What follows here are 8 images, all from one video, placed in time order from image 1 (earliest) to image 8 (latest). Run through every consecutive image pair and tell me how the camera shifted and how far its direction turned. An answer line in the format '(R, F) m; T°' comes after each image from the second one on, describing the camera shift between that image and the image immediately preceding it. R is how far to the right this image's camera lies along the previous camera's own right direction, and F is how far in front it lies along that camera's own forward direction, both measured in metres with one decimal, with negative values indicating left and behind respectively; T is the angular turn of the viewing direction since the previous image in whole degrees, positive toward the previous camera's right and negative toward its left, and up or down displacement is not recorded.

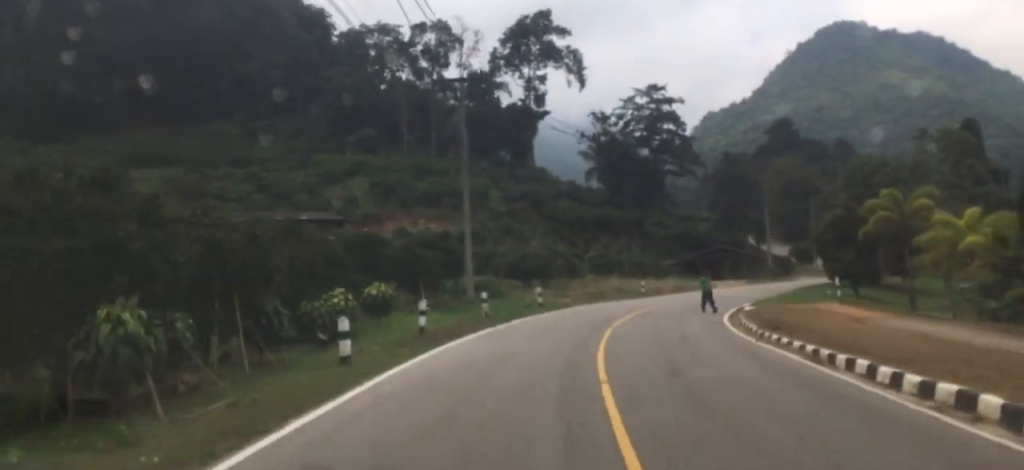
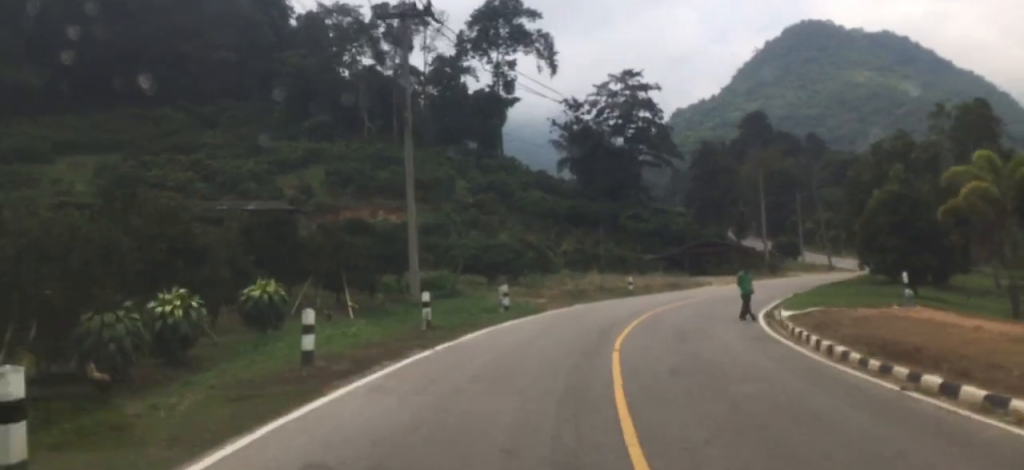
(+0.6, +8.5) m; +3°
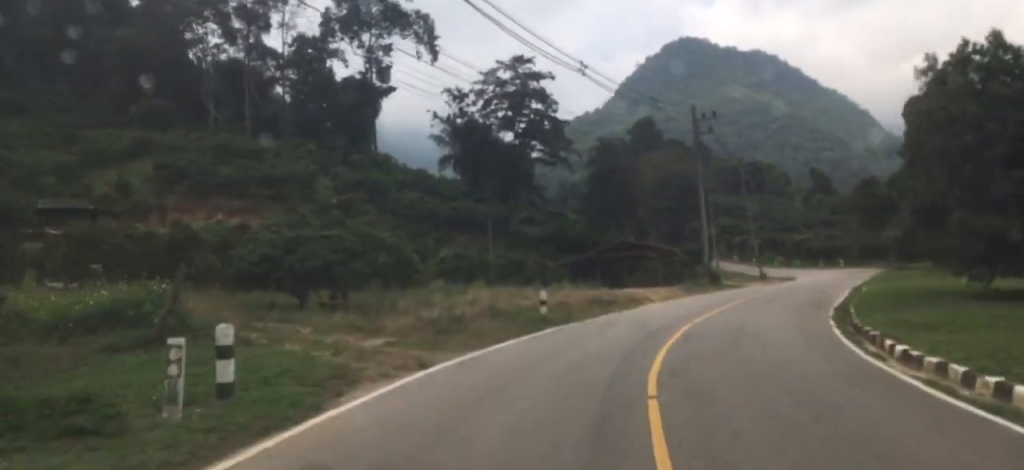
(+0.6, +17.7) m; +6°
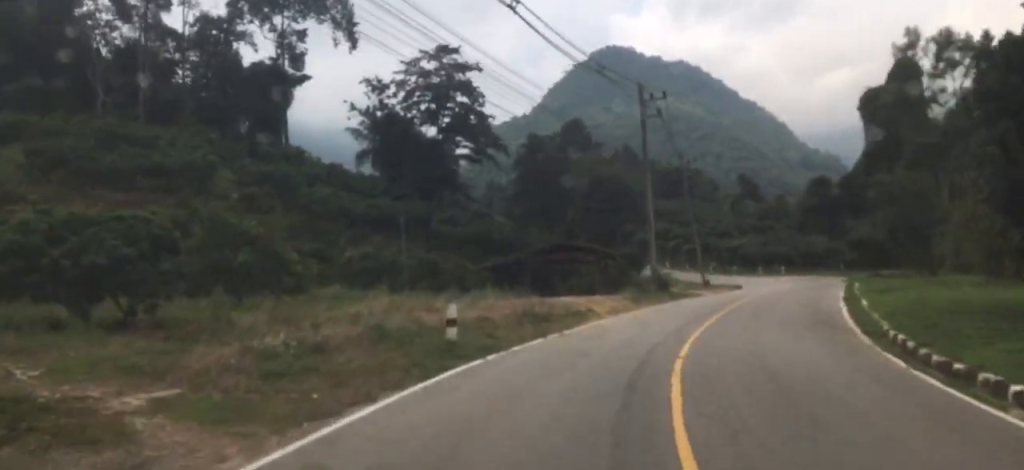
(+0.5, +7.6) m; +6°
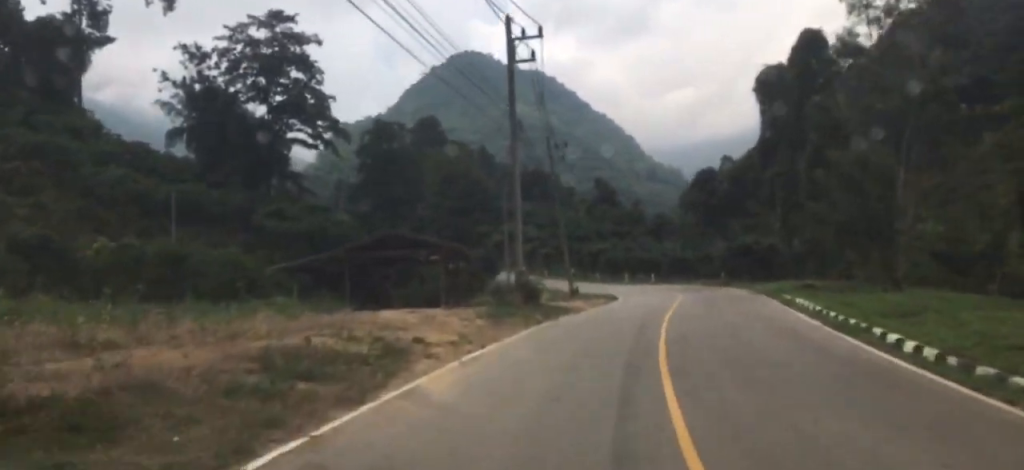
(+1.0, +11.9) m; +9°
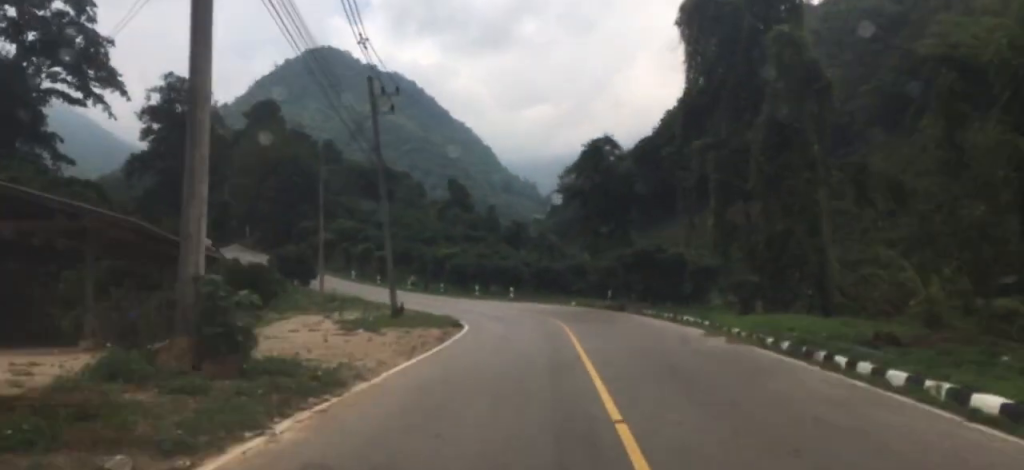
(+1.6, +17.8) m; +10°
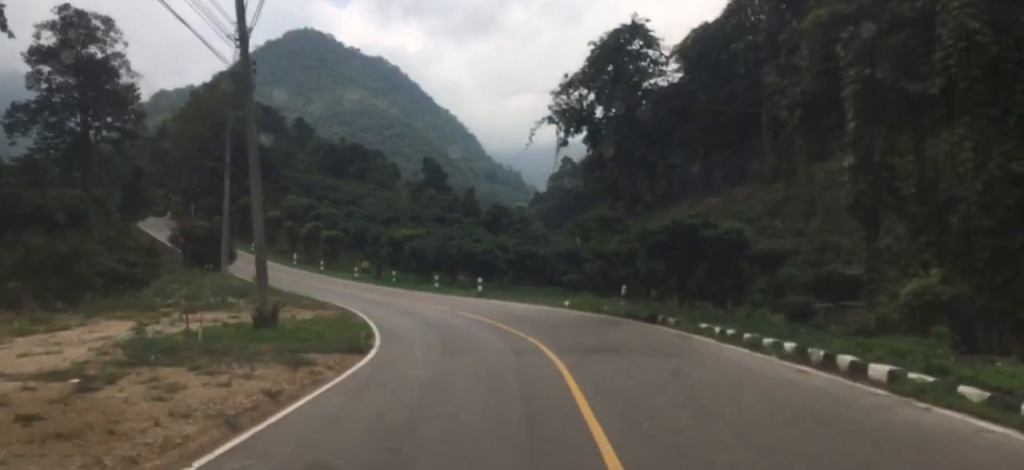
(+1.1, +14.4) m; +5°
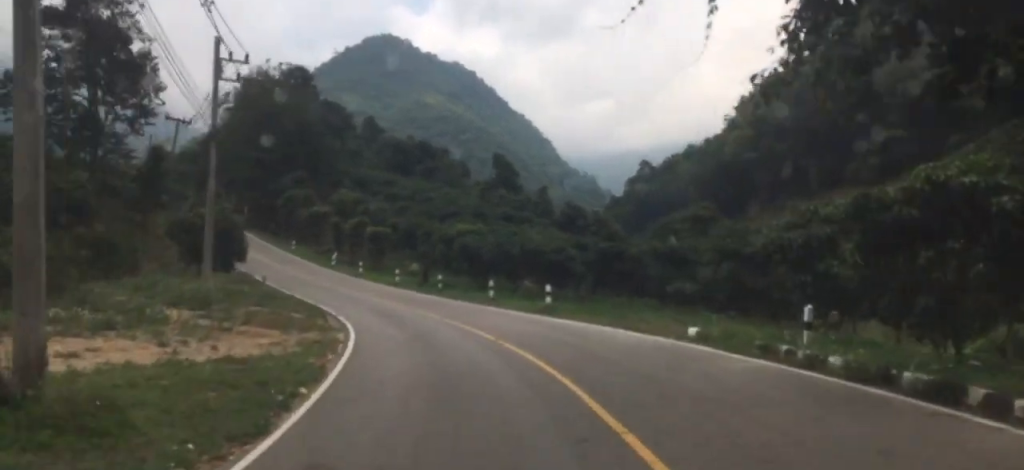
(0.0, +12.0) m; -3°
